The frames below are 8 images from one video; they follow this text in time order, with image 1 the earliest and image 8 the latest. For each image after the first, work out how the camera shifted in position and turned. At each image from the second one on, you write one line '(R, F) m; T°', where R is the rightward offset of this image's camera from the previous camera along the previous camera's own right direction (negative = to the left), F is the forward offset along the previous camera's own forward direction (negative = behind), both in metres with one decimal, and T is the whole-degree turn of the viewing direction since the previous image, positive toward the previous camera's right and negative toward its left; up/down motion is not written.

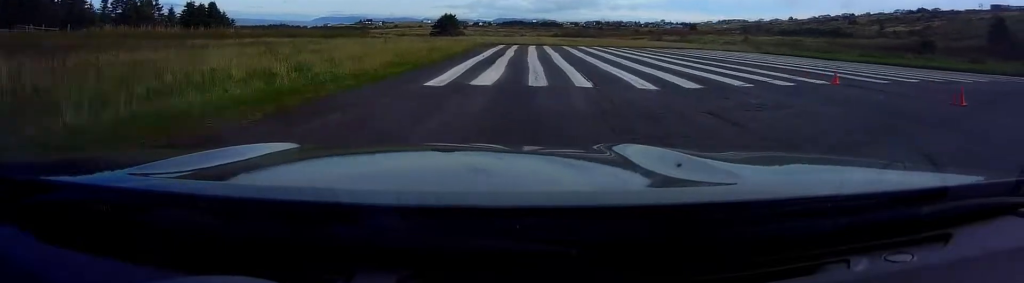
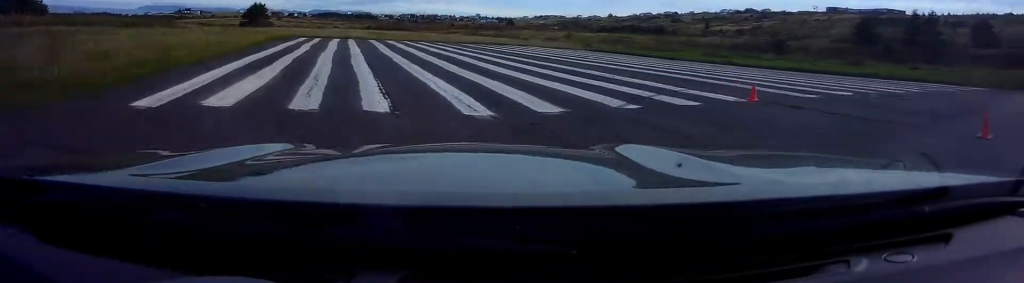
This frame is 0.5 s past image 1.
(+0.4, +5.2) m; +9°
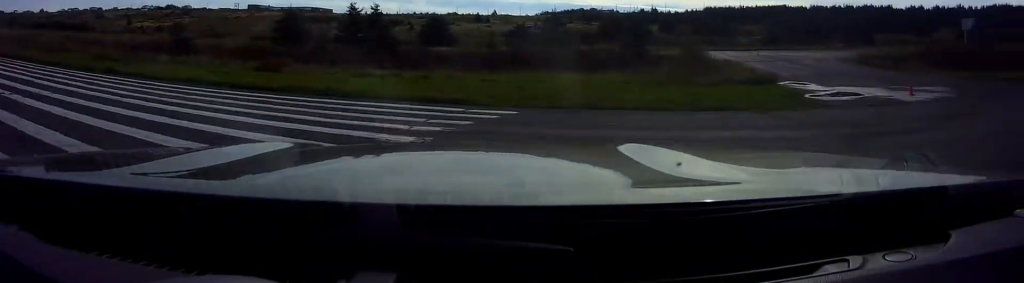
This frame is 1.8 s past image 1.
(+1.8, +10.4) m; +26°
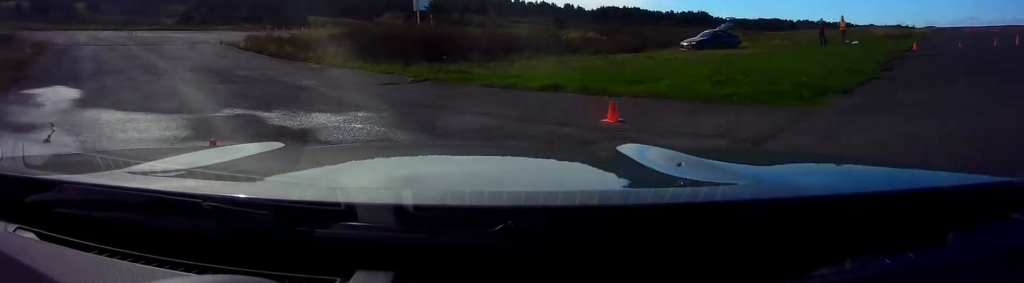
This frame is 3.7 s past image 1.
(+4.9, +6.4) m; +70°
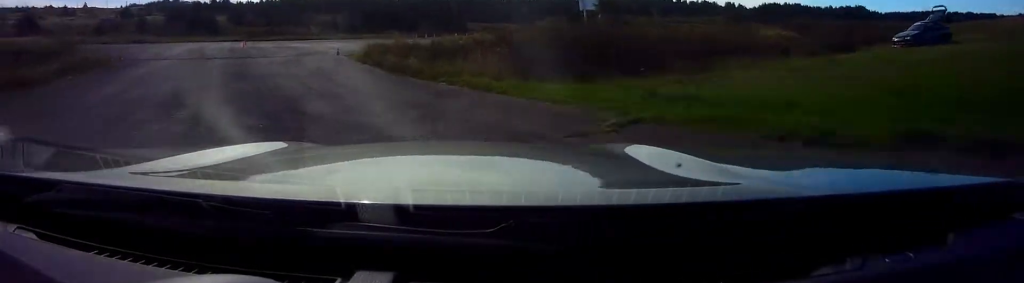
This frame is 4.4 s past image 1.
(+0.1, +4.0) m; -3°
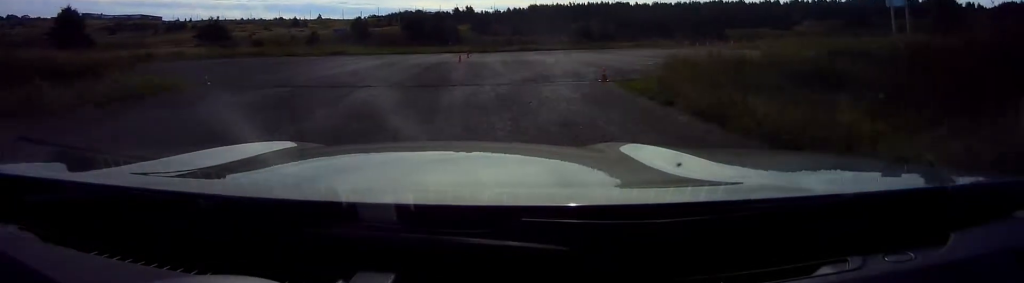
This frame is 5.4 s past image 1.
(-0.5, +8.5) m; -1°
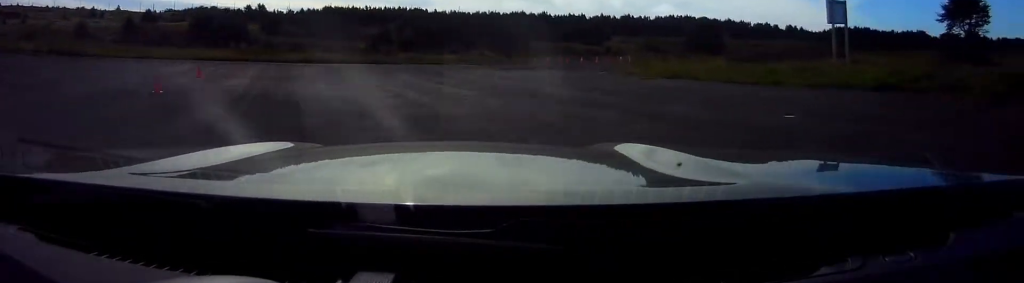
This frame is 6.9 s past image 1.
(+1.3, +13.2) m; +10°
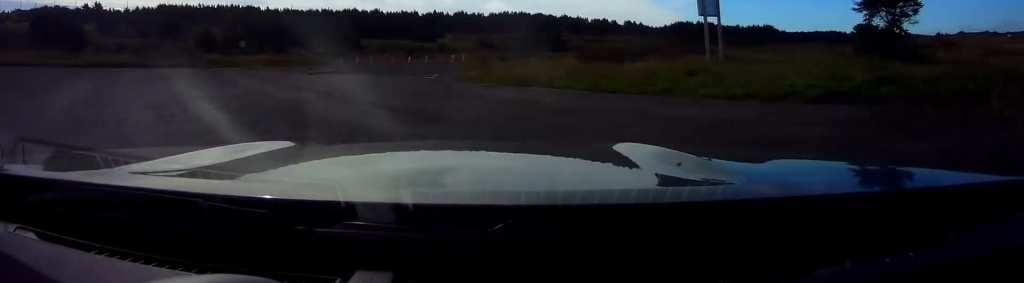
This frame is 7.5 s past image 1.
(+0.6, +4.9) m; +1°
